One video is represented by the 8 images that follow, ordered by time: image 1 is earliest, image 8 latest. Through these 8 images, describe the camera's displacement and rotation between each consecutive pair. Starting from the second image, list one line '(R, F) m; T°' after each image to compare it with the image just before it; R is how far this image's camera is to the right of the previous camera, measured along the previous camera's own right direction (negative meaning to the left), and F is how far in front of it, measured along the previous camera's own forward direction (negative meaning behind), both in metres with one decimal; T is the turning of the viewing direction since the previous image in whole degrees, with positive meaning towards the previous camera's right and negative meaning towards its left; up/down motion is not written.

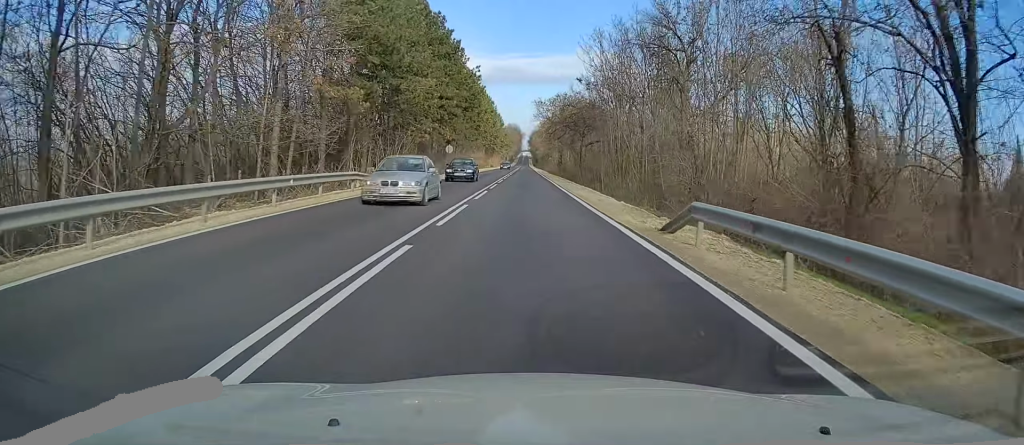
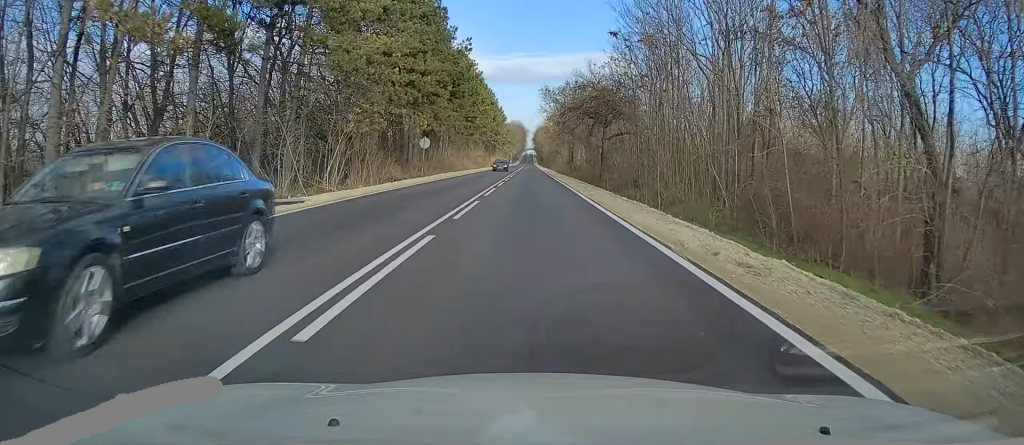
(0.0, +16.8) m; 0°
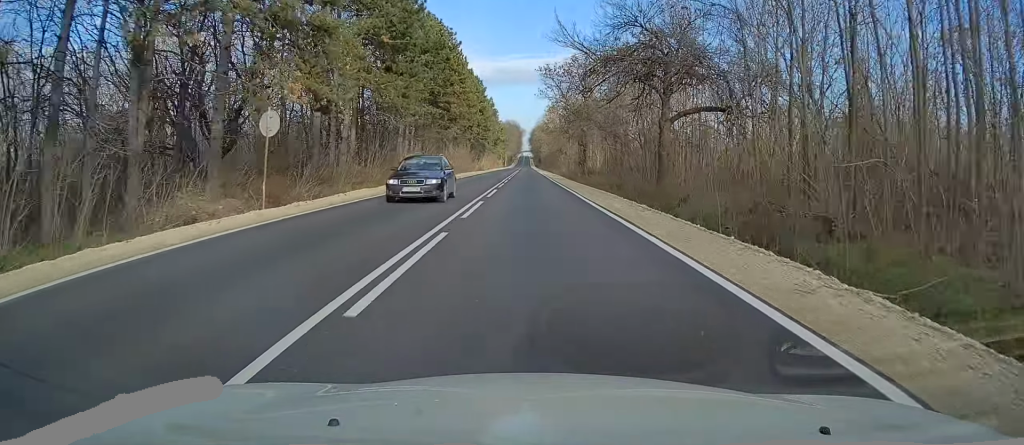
(-0.1, +26.0) m; 0°
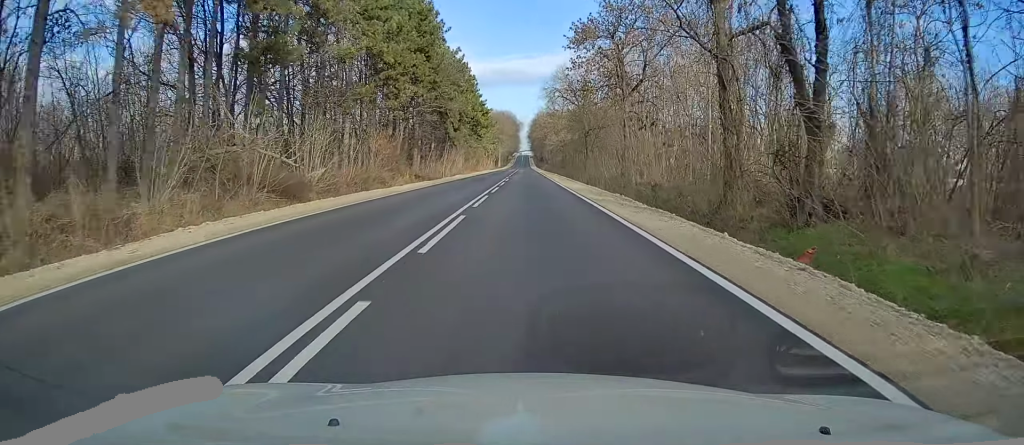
(0.0, +59.0) m; 0°
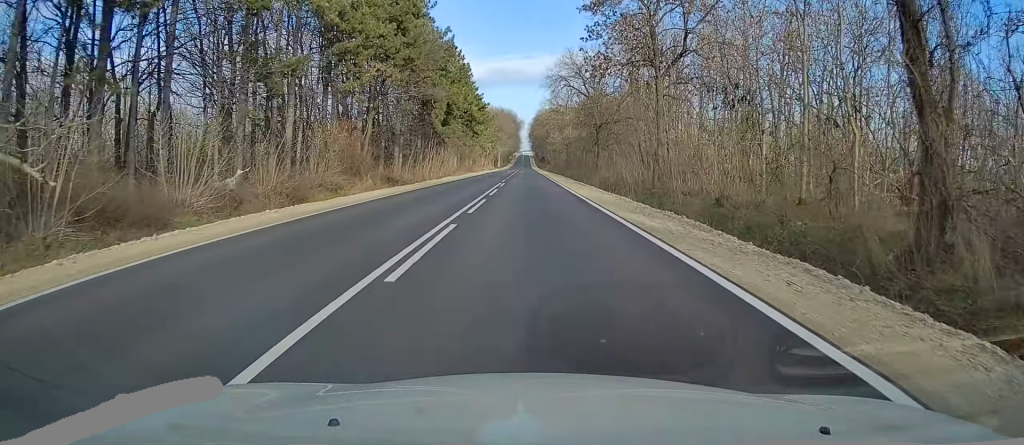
(0.0, +10.9) m; 0°
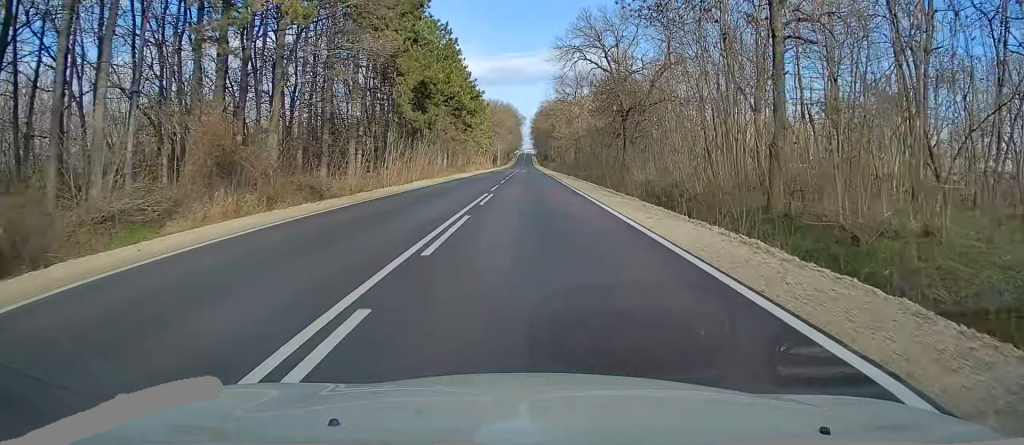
(0.0, +15.9) m; 0°
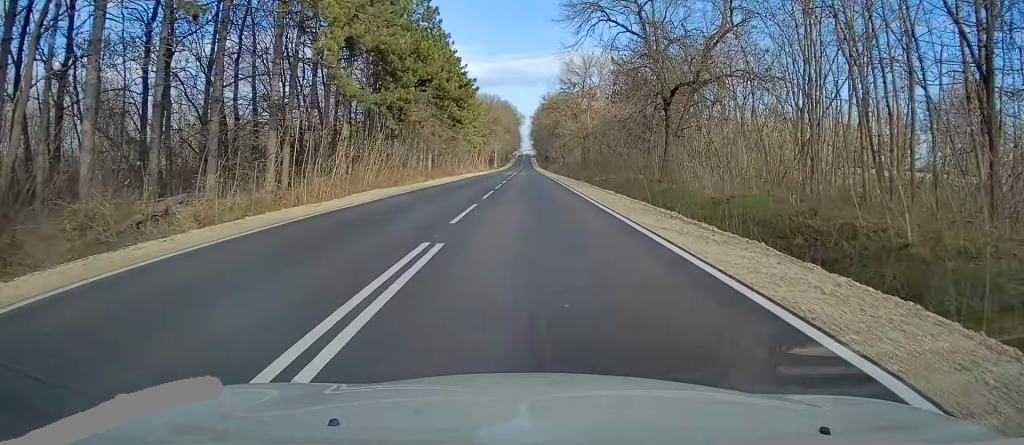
(0.0, +14.2) m; 0°
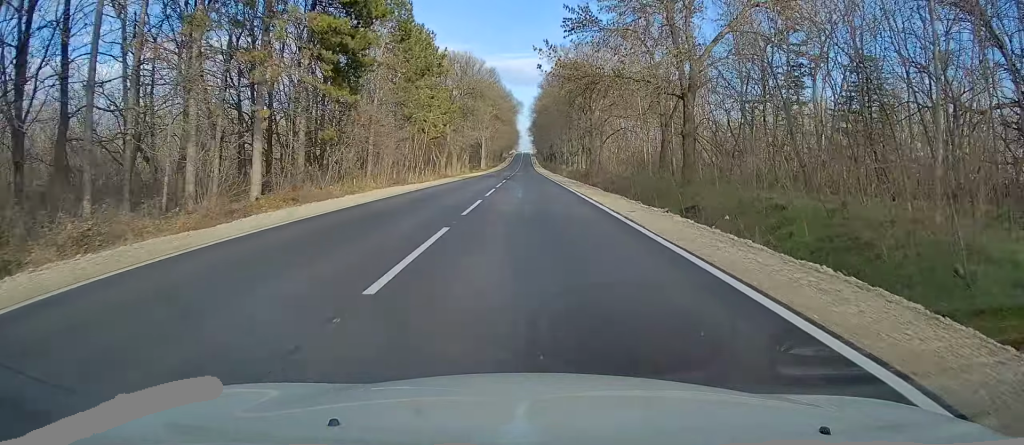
(0.0, +50.2) m; 0°
